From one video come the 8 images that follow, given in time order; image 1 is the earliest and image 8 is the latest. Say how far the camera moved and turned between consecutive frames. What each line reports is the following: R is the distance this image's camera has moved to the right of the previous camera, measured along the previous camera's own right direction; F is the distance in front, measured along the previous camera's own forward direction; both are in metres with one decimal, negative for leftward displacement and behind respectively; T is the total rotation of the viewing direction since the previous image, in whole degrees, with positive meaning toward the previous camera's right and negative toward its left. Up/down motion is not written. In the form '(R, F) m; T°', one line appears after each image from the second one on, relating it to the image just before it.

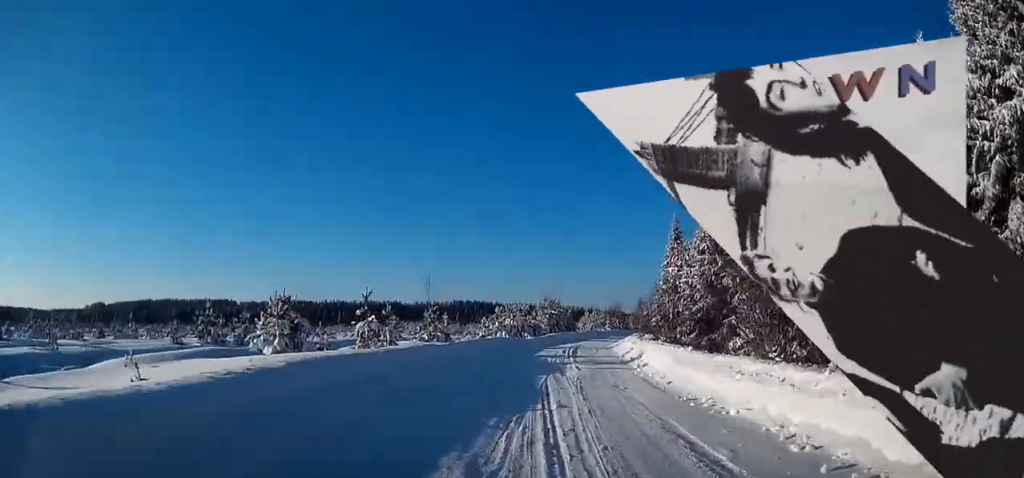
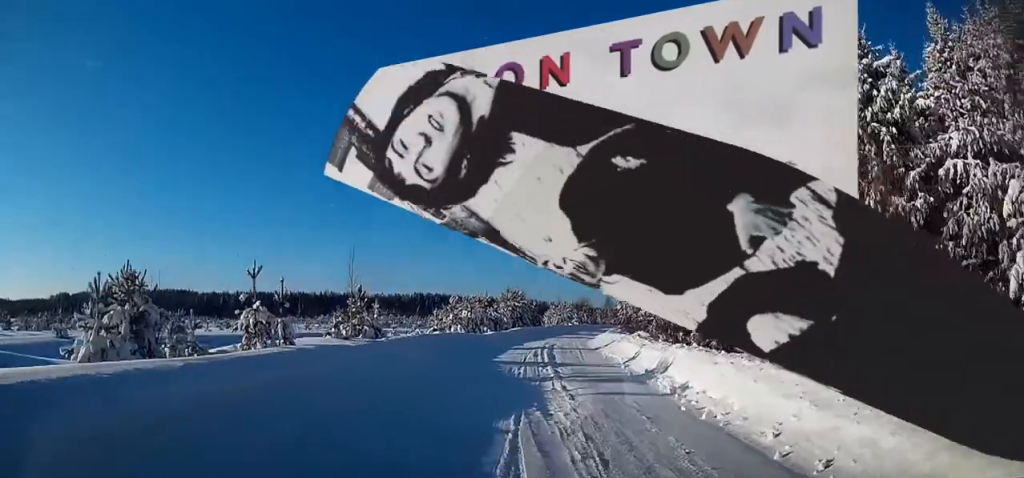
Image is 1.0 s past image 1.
(+0.3, +9.4) m; 0°
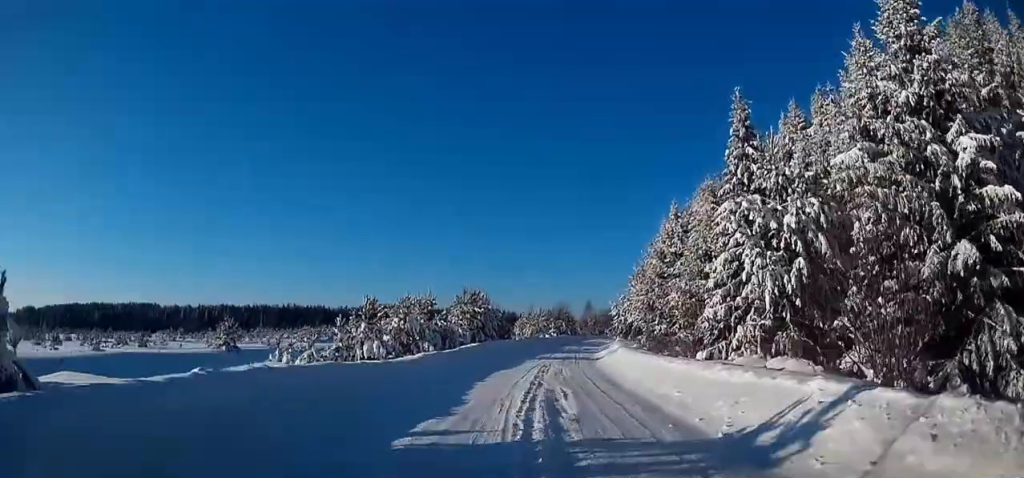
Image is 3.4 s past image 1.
(-0.9, +22.9) m; -2°
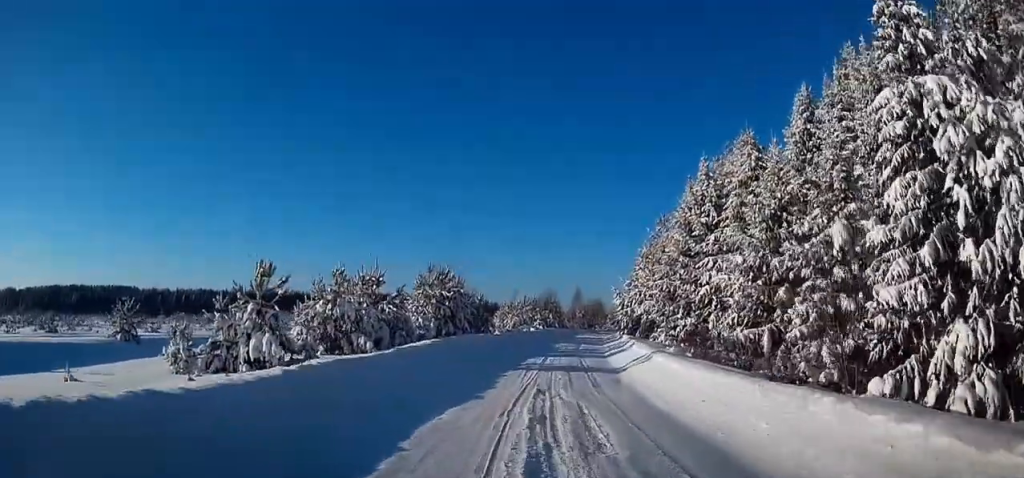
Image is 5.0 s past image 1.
(+0.1, +13.8) m; +1°
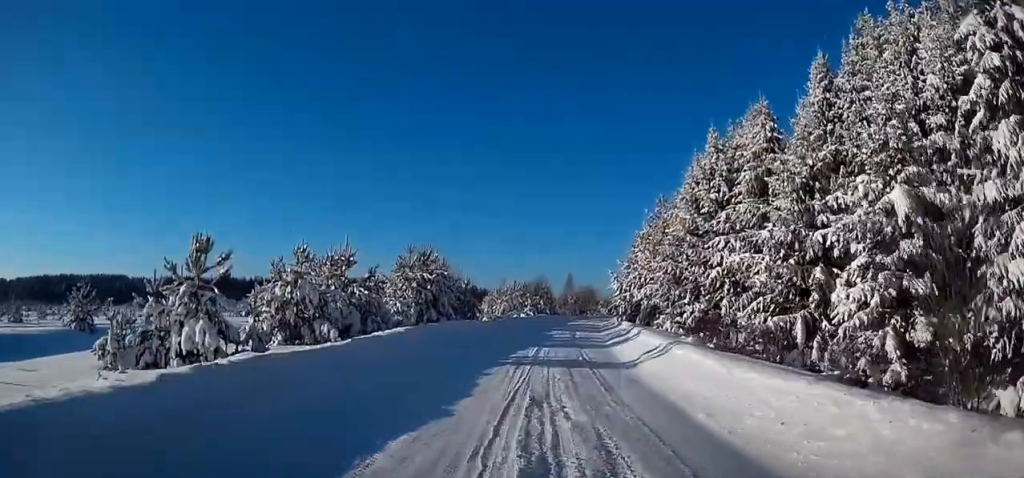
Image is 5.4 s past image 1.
(0.0, +4.1) m; 0°
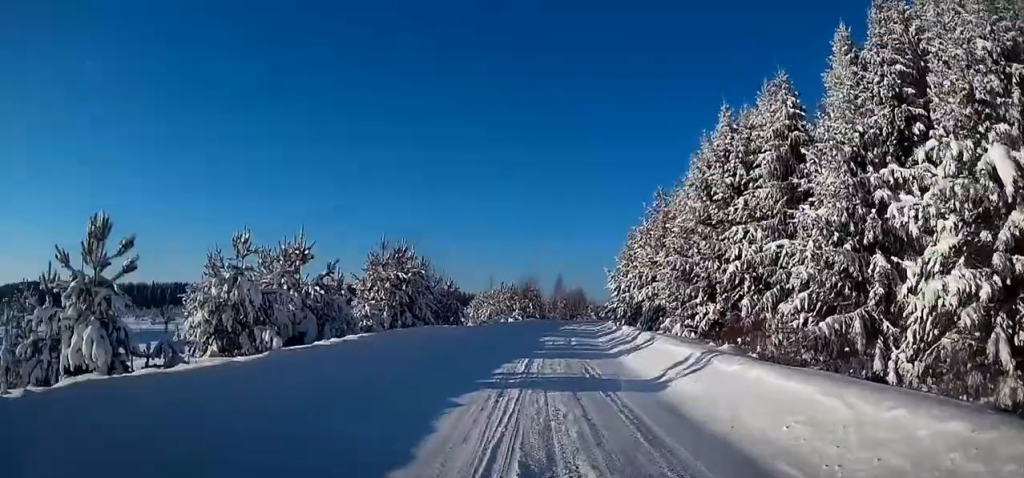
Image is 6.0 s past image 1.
(+0.1, +4.6) m; 0°
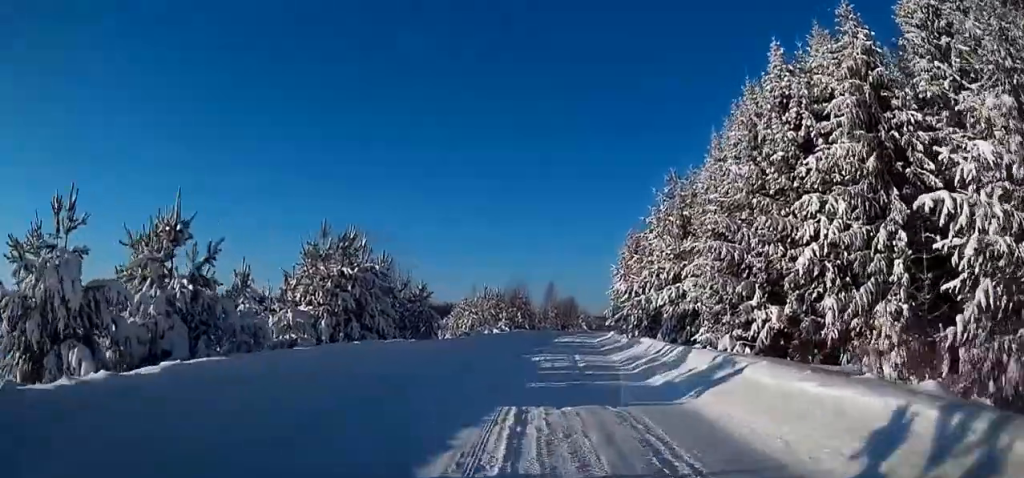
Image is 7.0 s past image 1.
(-0.3, +8.7) m; 0°
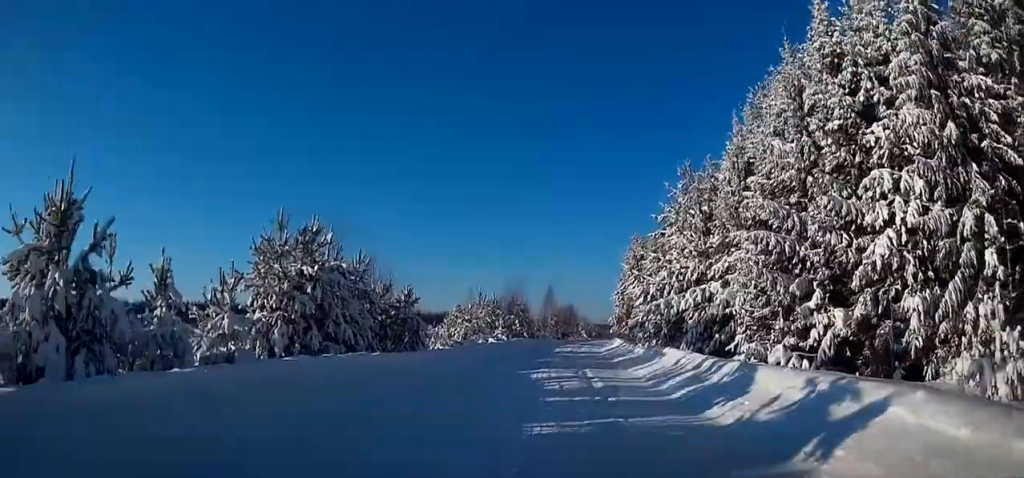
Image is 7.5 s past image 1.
(+0.1, +4.7) m; 0°
